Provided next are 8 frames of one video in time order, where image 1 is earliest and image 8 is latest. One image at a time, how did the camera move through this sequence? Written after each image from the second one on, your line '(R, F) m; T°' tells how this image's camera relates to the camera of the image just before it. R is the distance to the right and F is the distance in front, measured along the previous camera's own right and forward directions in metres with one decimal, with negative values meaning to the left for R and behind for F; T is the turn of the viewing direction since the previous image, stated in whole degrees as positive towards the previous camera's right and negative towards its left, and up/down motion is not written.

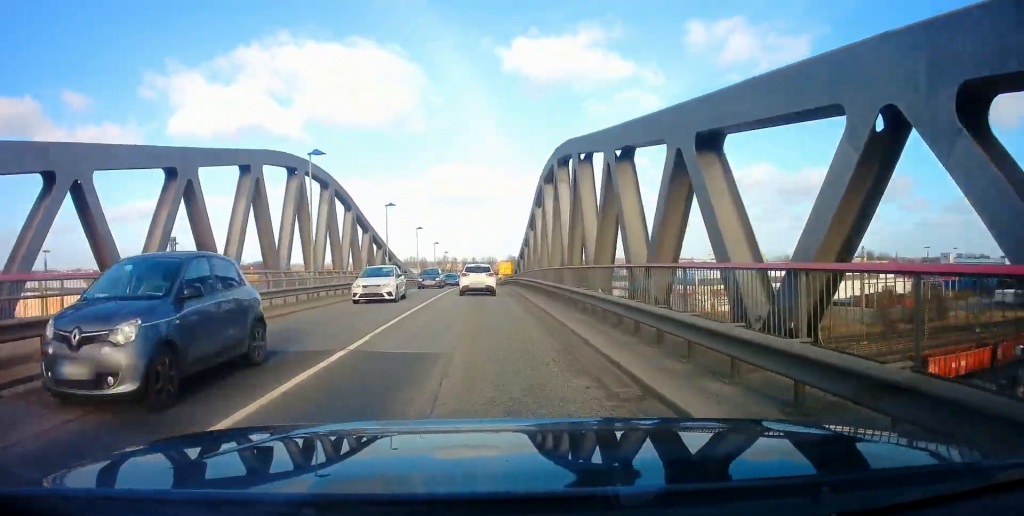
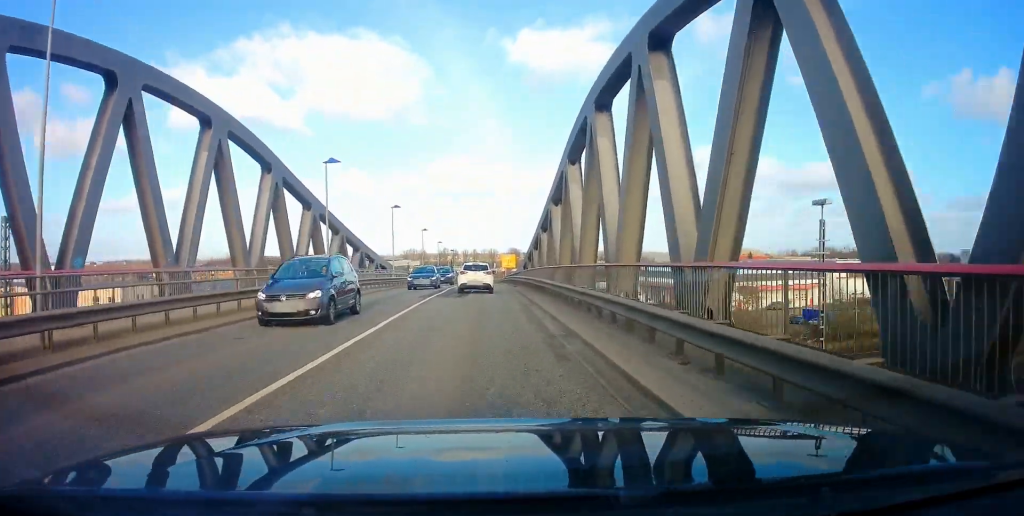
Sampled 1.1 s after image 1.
(-0.4, +16.0) m; 0°
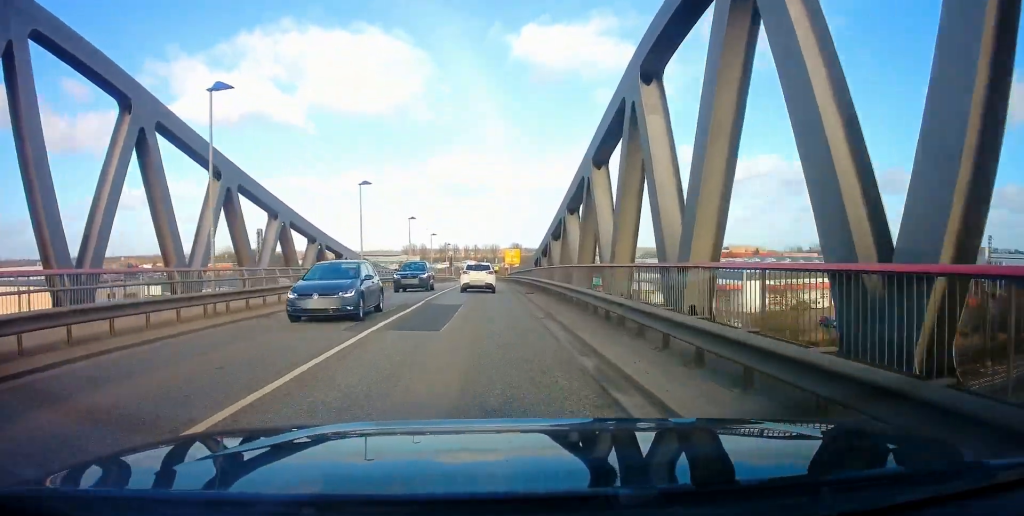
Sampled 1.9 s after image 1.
(+0.3, +11.6) m; 0°
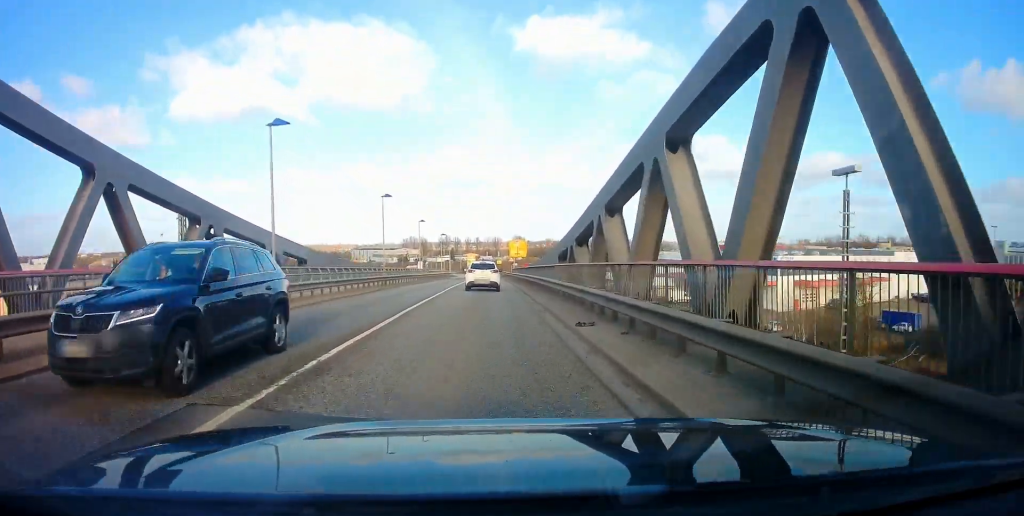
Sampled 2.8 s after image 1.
(0.0, +14.0) m; -1°
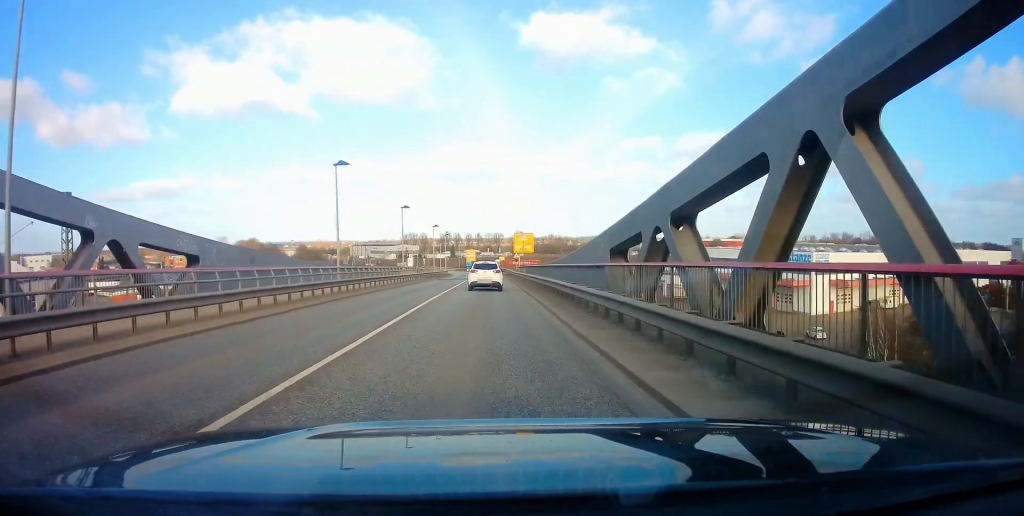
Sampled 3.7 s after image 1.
(-0.2, +12.2) m; -1°
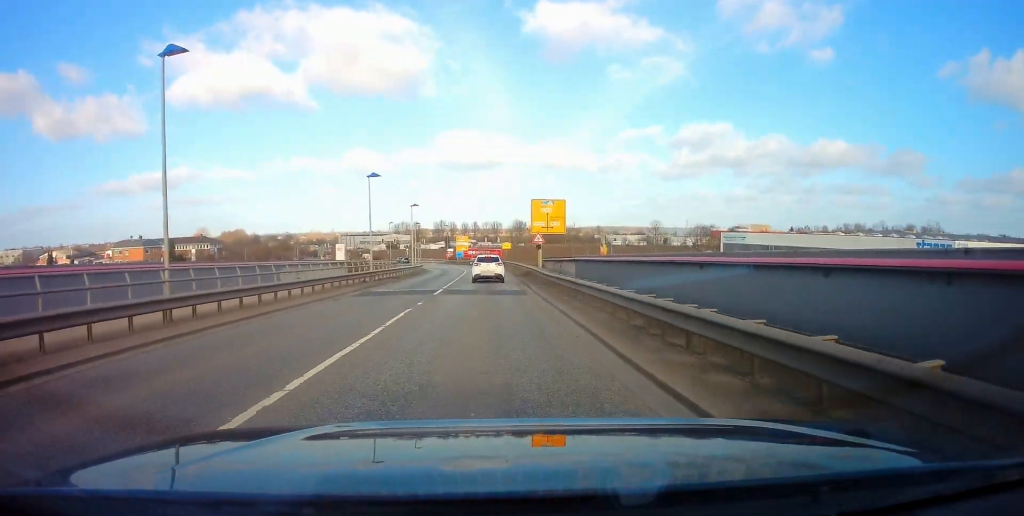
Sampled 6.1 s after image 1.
(0.0, +35.5) m; +1°
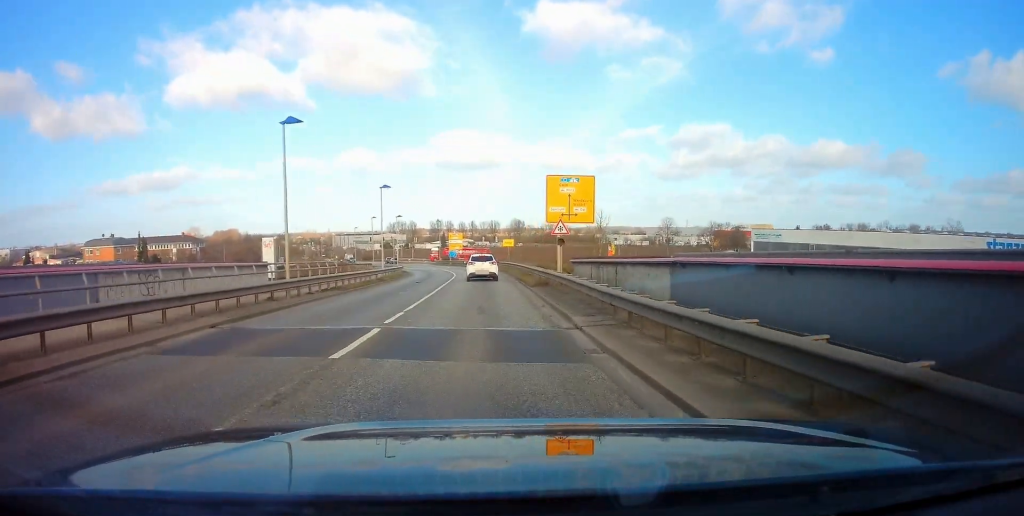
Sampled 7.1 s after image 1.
(+0.2, +13.4) m; +1°
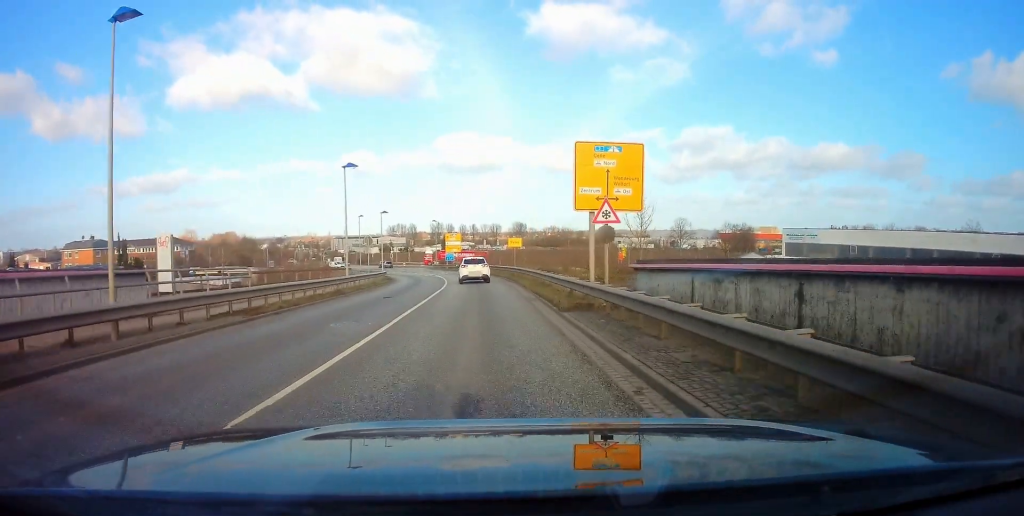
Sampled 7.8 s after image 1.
(0.0, +9.9) m; 0°
